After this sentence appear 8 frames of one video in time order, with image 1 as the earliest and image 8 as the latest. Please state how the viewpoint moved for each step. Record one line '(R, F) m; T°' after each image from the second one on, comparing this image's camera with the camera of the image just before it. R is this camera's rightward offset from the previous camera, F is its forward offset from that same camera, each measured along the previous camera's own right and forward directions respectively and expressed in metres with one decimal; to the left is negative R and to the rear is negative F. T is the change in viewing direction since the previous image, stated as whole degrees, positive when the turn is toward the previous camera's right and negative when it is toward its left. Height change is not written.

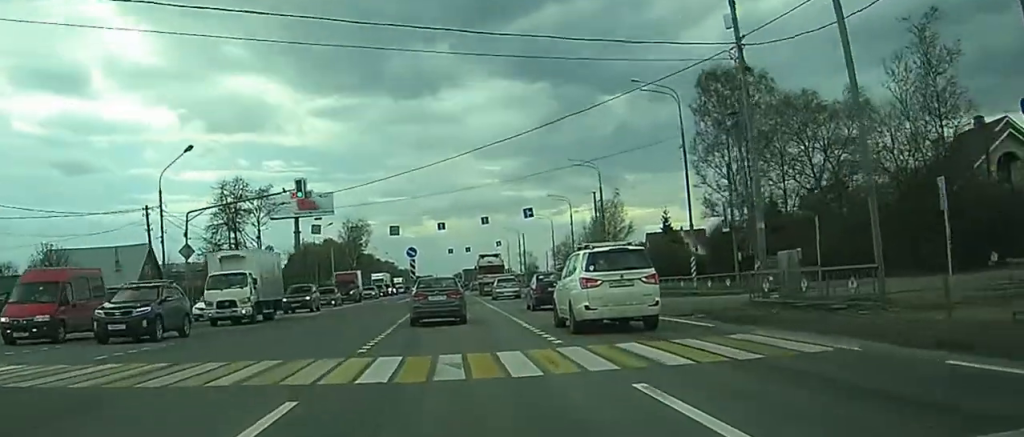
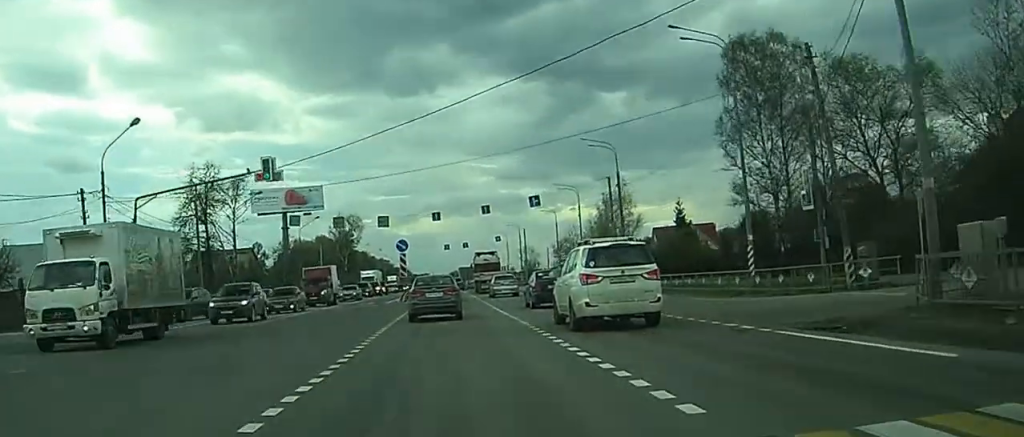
(-0.5, +9.4) m; -4°
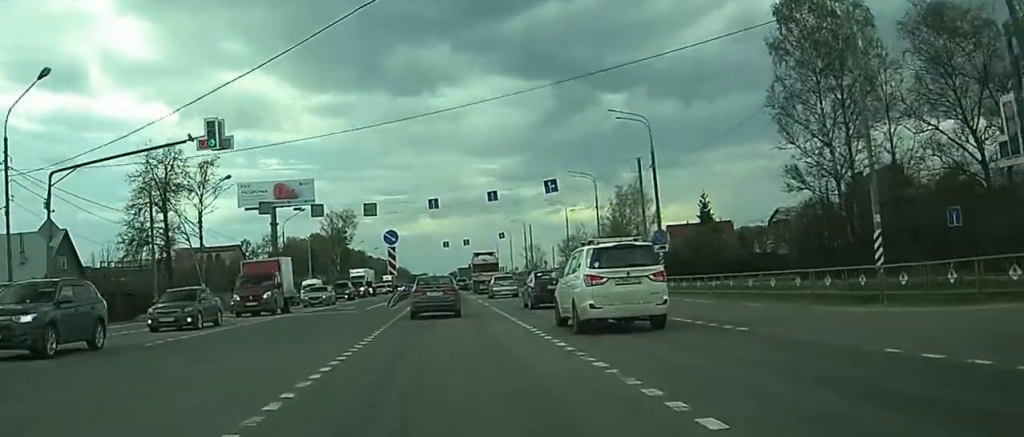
(-0.2, +11.5) m; -1°
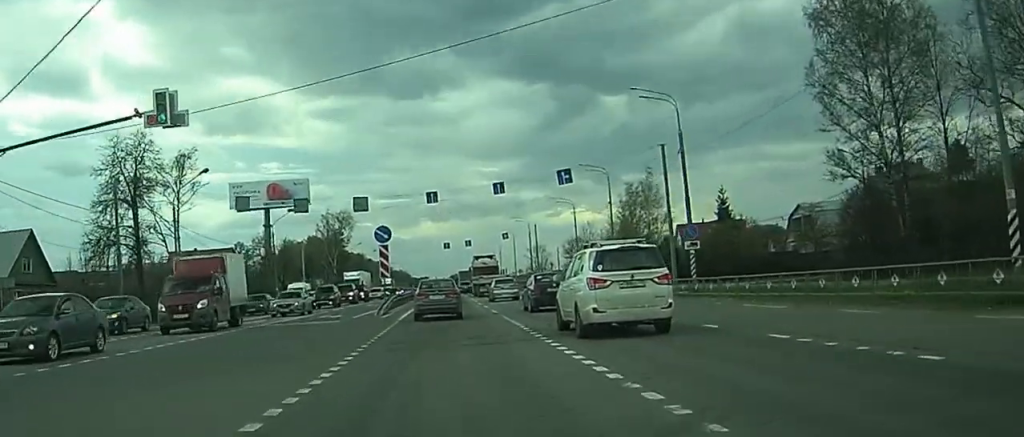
(0.0, +6.8) m; 0°
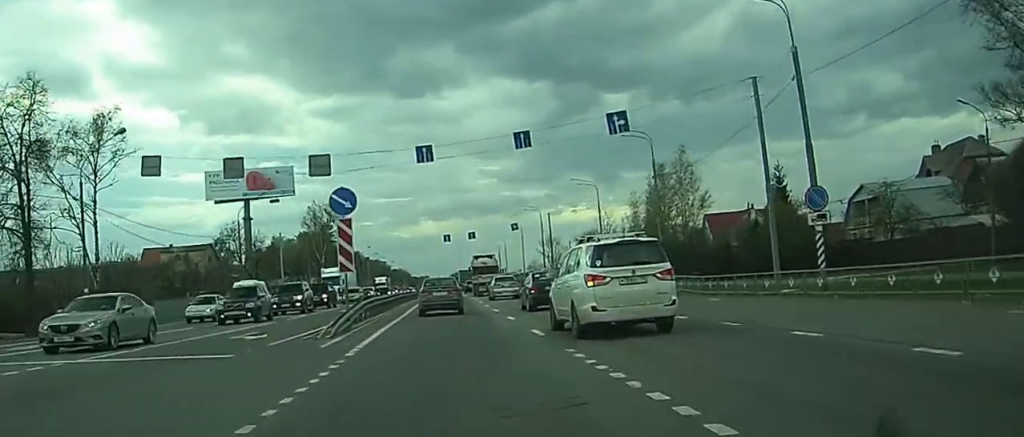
(0.0, +17.0) m; 0°
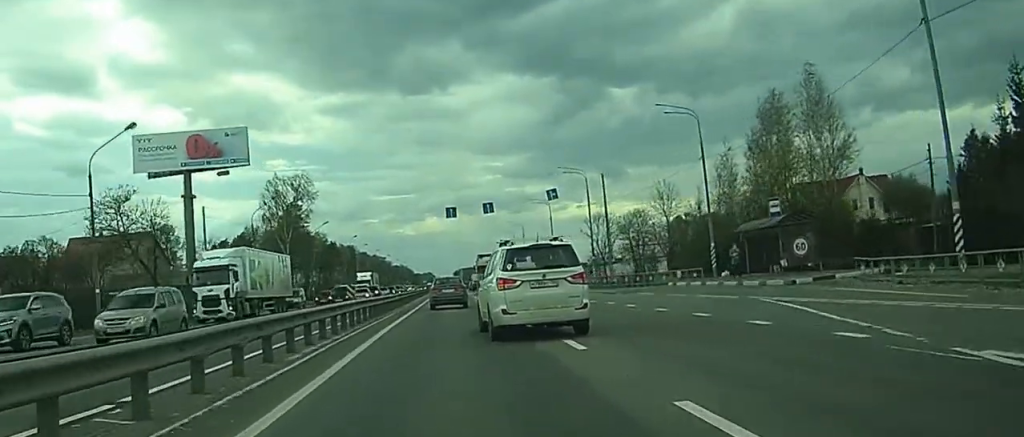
(-3.5, +36.7) m; -3°
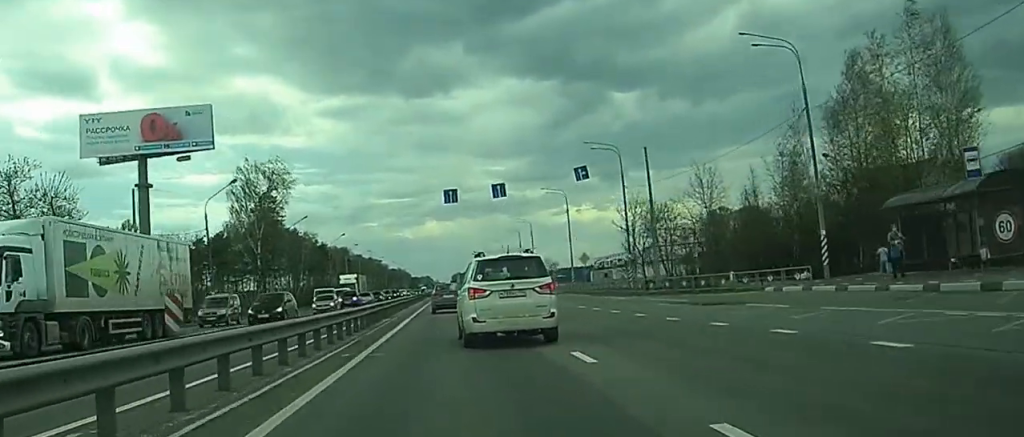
(+3.1, +16.2) m; +9°
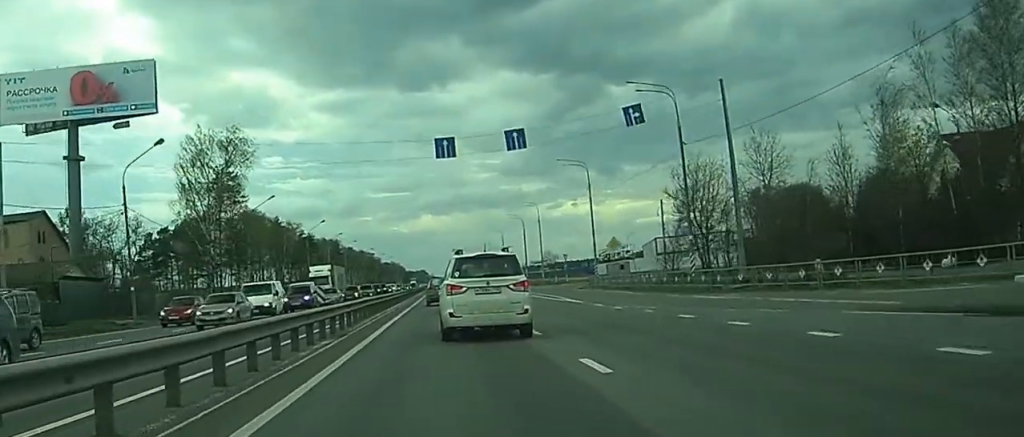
(-1.2, +17.5) m; -6°
